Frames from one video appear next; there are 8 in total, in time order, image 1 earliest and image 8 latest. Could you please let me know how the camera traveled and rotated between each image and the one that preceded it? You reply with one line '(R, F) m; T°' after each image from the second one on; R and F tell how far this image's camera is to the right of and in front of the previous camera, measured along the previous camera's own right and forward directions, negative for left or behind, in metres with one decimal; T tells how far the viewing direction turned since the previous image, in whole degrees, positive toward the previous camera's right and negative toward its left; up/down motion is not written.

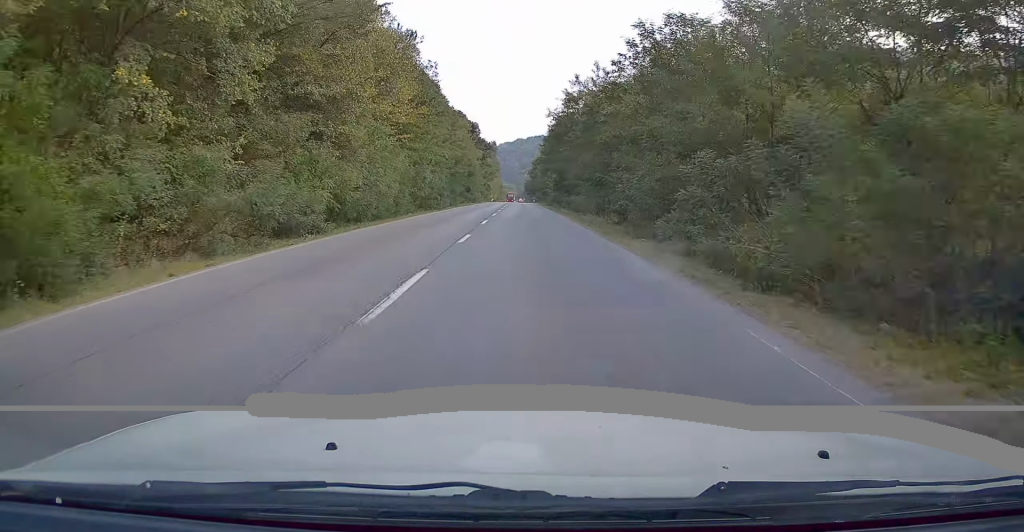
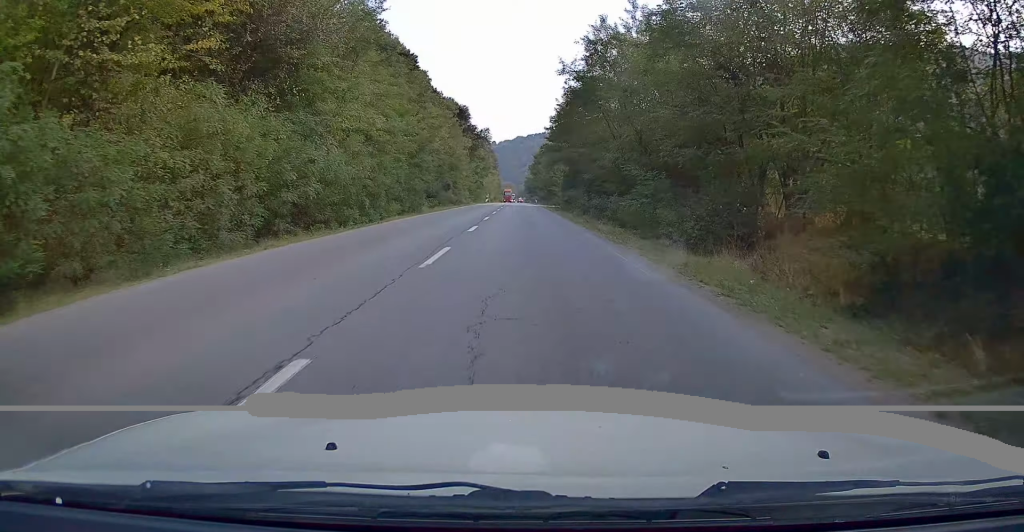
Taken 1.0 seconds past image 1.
(0.0, +22.6) m; 0°
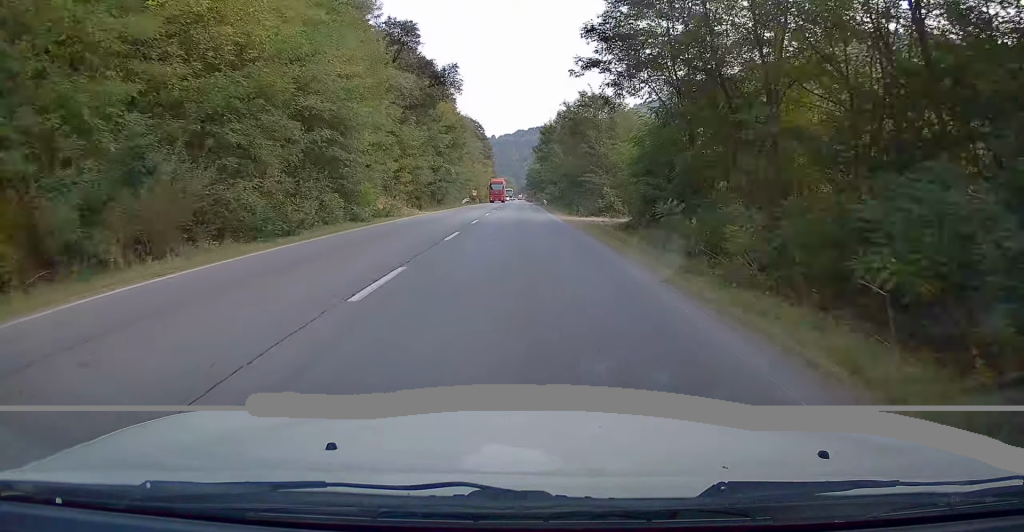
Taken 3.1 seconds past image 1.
(-0.1, +48.8) m; 0°
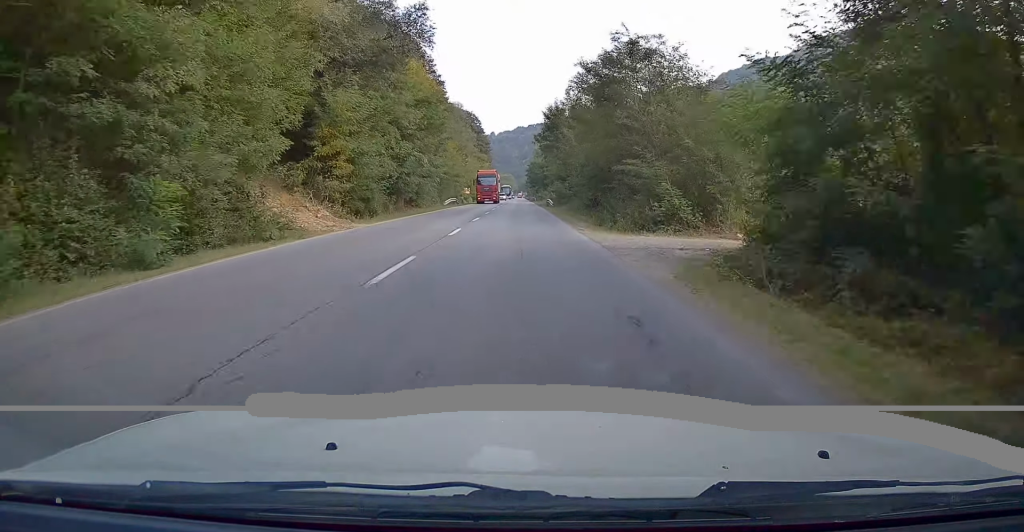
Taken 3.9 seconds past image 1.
(0.0, +16.5) m; 0°
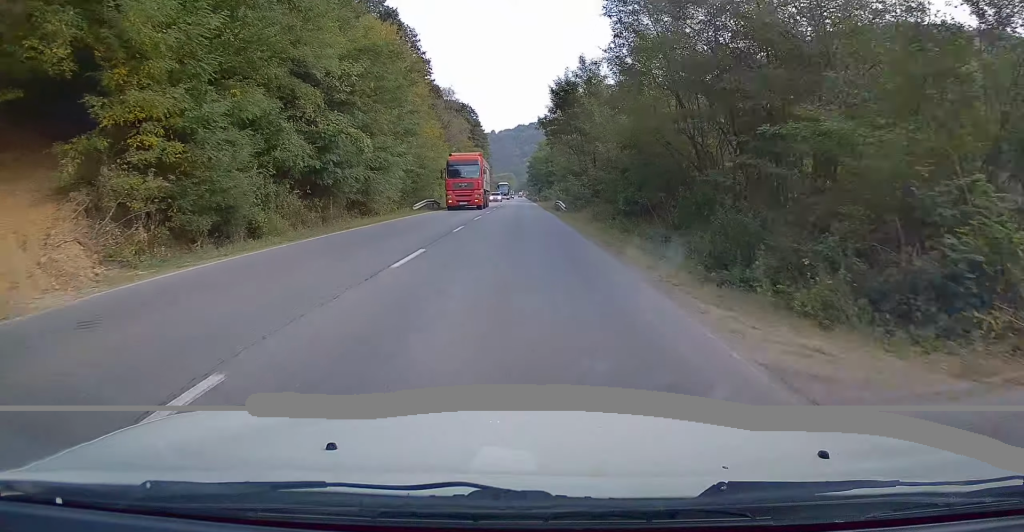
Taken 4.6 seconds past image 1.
(0.0, +16.3) m; 0°
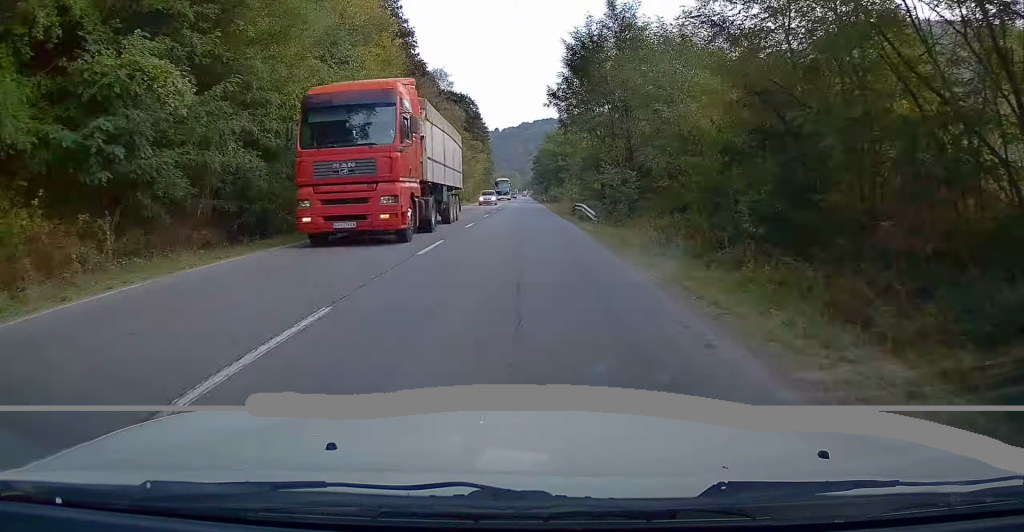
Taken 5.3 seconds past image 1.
(0.0, +15.5) m; 0°
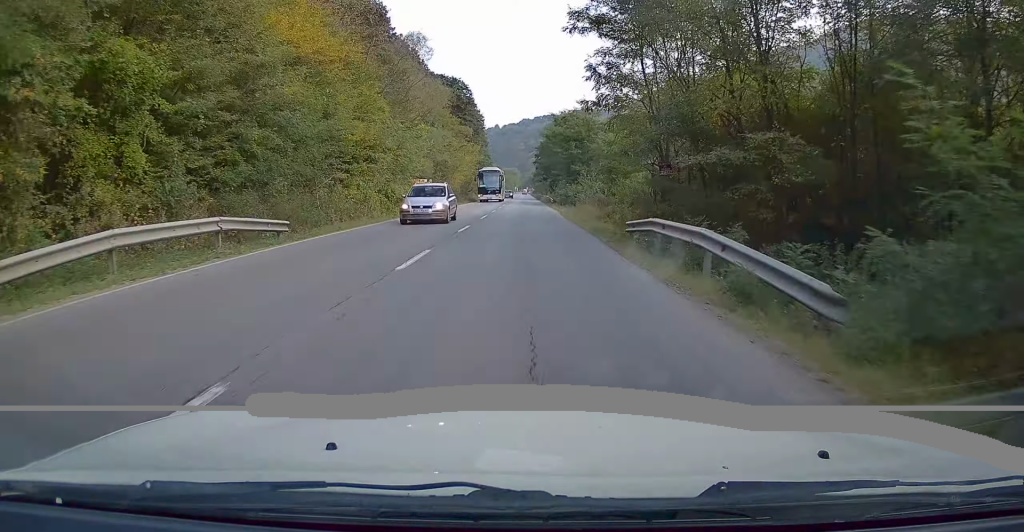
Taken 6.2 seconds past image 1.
(-0.1, +20.7) m; 0°
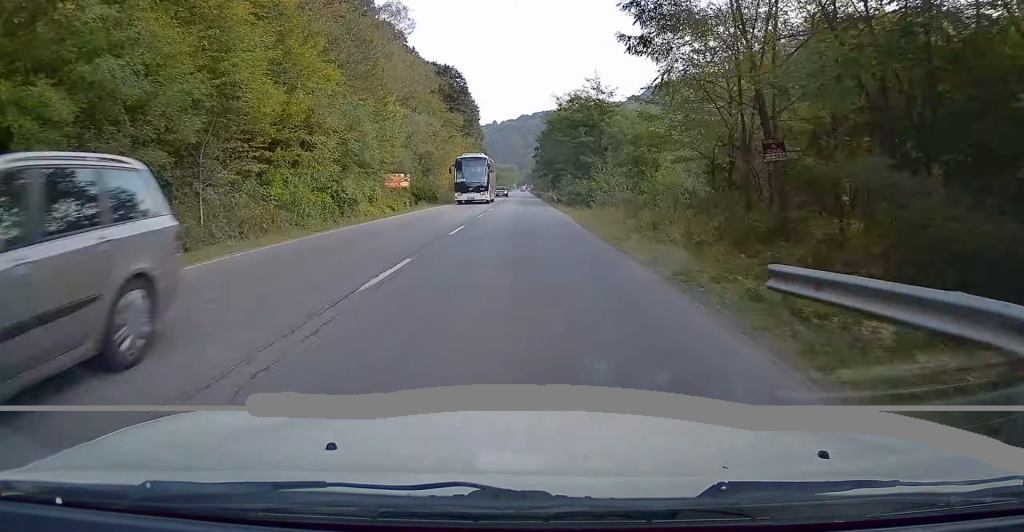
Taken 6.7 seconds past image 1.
(0.0, +11.2) m; 0°
